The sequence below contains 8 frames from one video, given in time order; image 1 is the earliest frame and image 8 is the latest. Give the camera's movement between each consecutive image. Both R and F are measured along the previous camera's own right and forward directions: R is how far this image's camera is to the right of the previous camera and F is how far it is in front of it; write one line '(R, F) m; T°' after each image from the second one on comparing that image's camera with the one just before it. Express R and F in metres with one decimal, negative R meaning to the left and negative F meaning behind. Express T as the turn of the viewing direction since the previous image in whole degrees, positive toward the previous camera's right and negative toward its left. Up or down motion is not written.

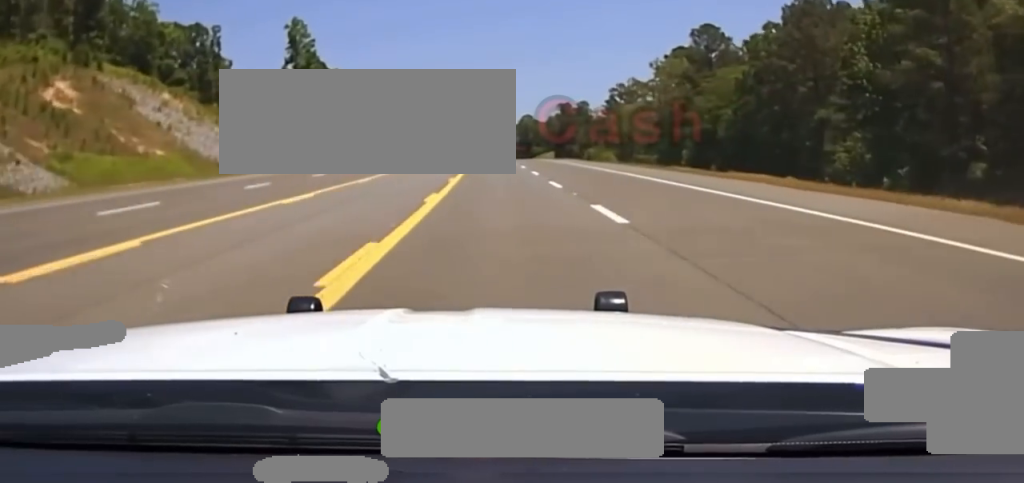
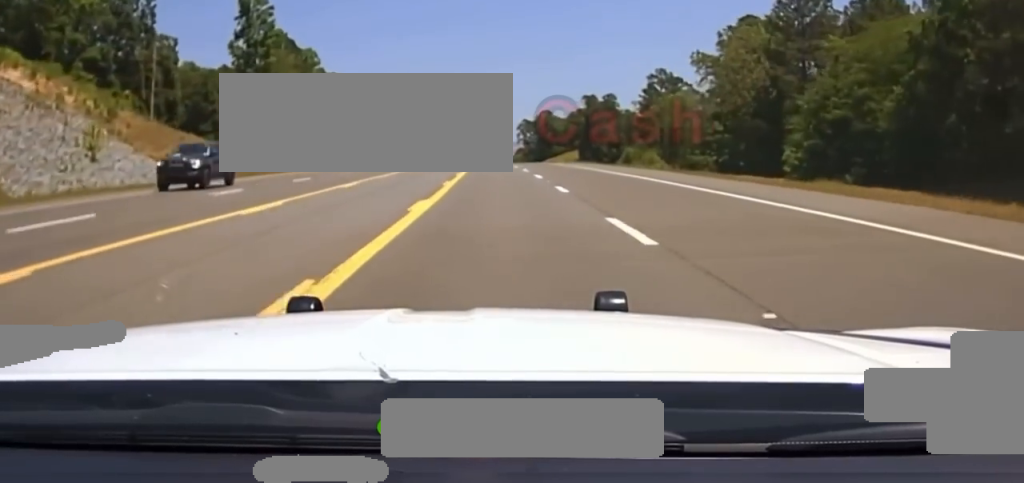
(-0.3, +38.5) m; -1°
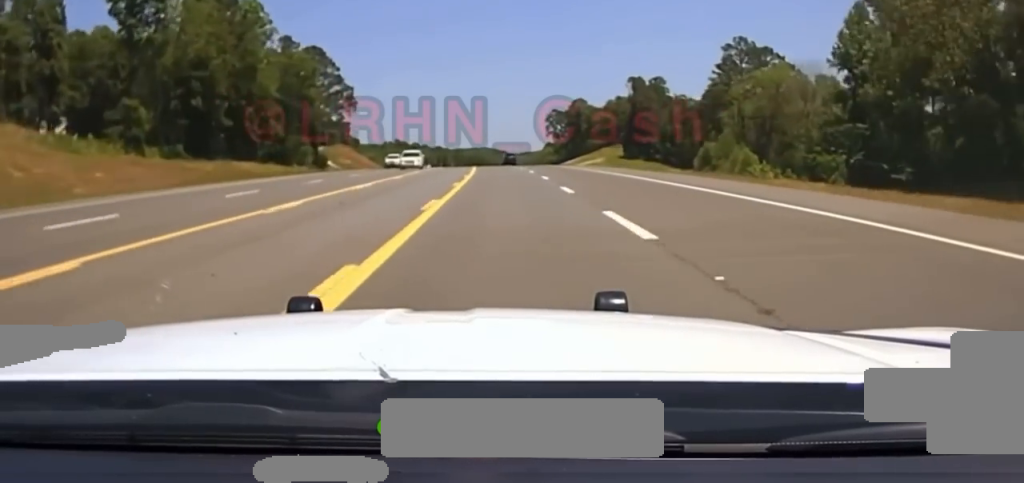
(-0.4, +47.2) m; -1°
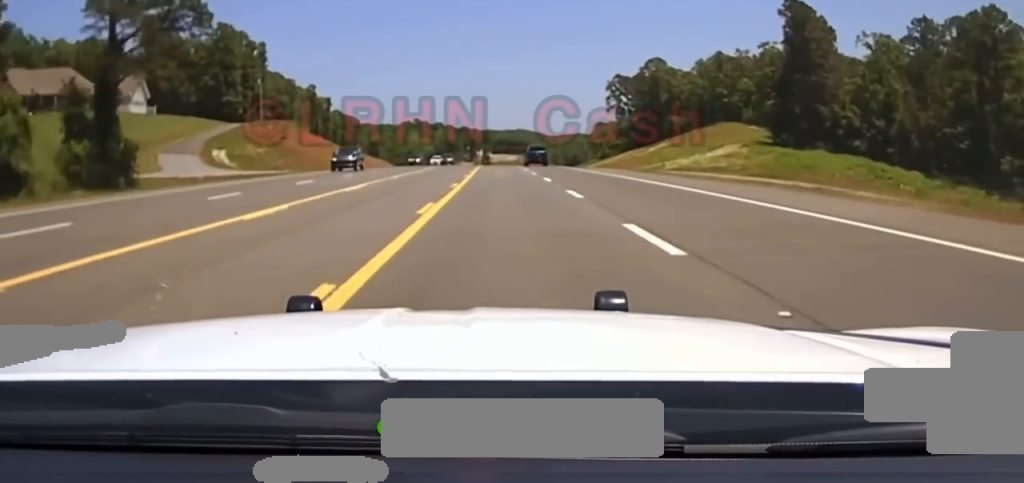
(-2.5, +102.7) m; -3°
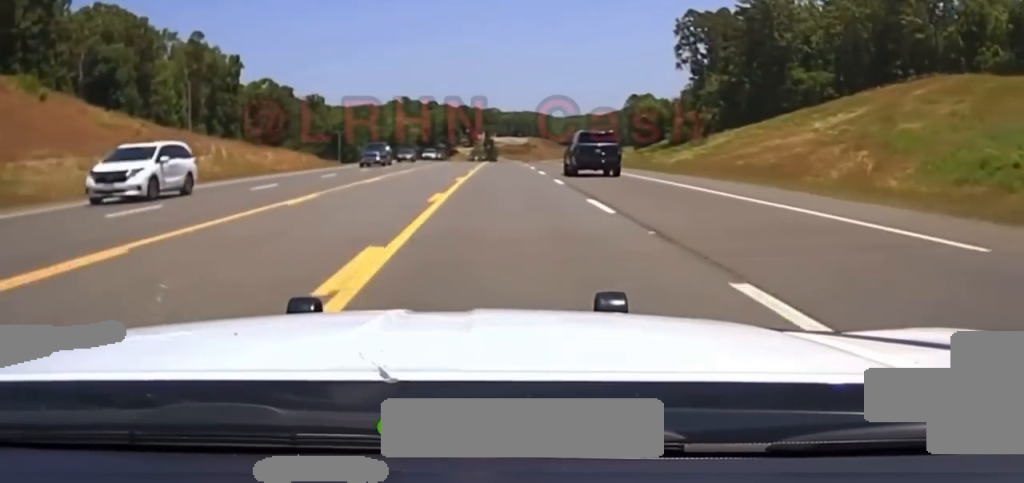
(-1.0, +94.0) m; -1°
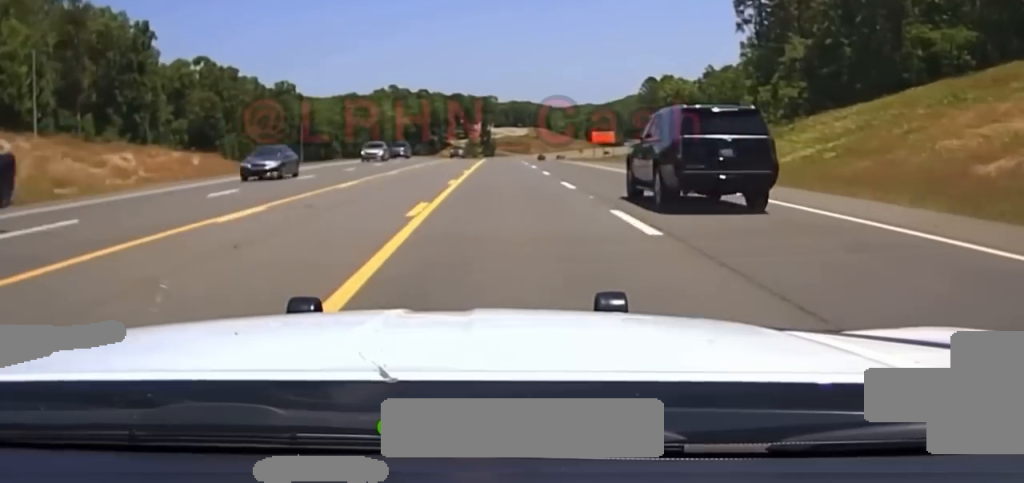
(-0.1, +38.4) m; 0°
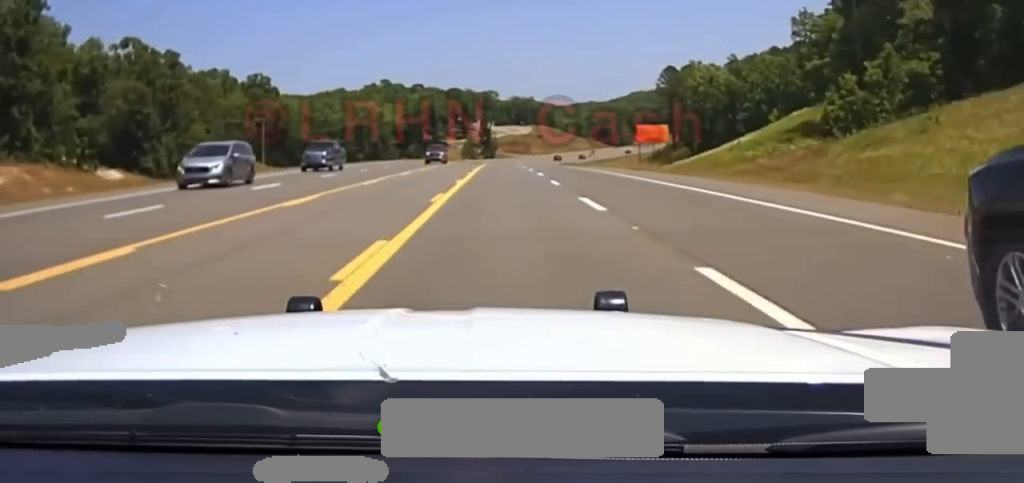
(-0.1, +29.2) m; 0°
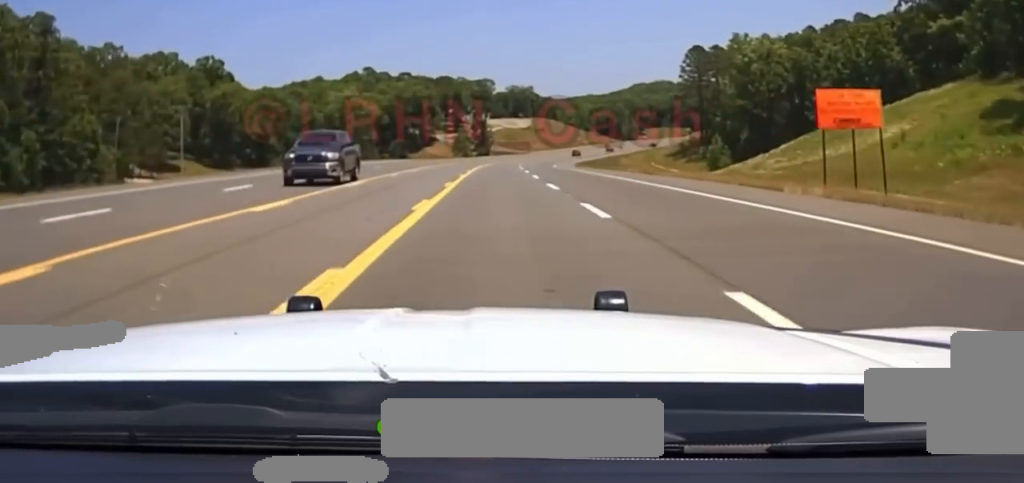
(-0.1, +37.1) m; 0°
